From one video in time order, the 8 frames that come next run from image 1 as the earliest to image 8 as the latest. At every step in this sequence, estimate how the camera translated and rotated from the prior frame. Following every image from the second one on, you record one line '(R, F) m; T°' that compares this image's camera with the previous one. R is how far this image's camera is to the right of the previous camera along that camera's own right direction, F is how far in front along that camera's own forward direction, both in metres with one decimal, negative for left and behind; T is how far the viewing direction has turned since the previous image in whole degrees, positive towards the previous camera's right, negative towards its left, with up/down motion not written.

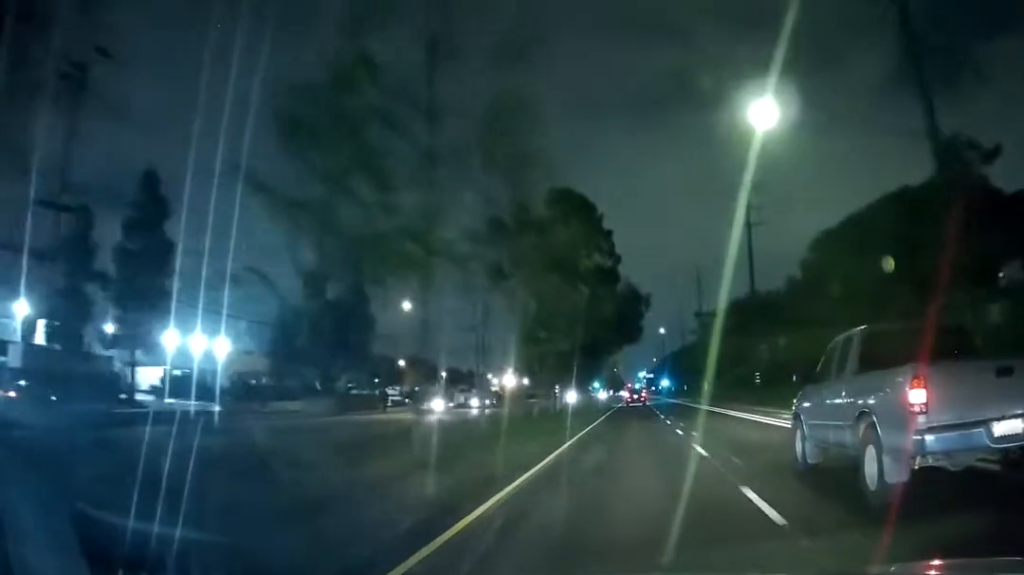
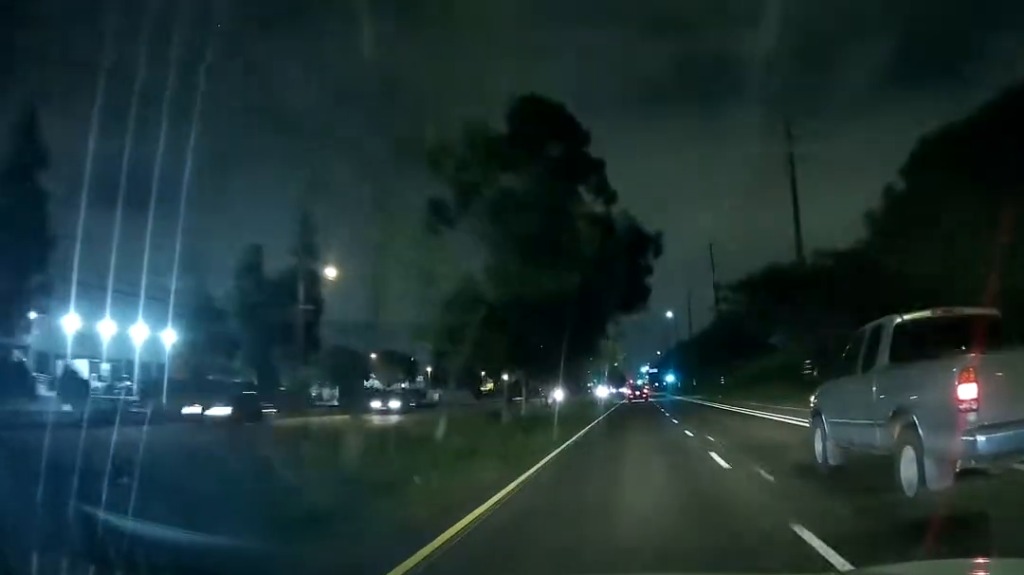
(-0.2, +17.6) m; 0°
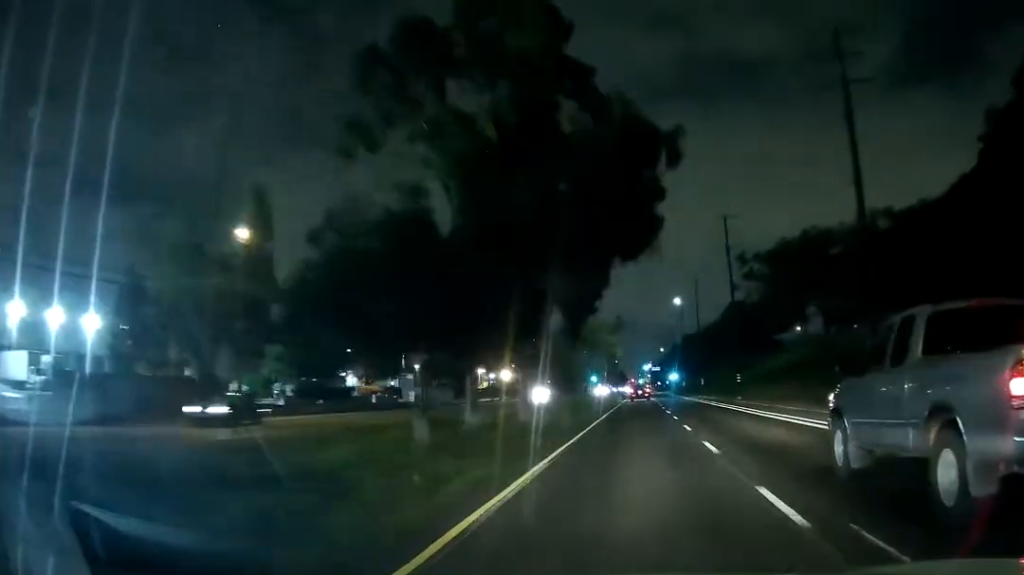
(0.0, +12.0) m; 0°
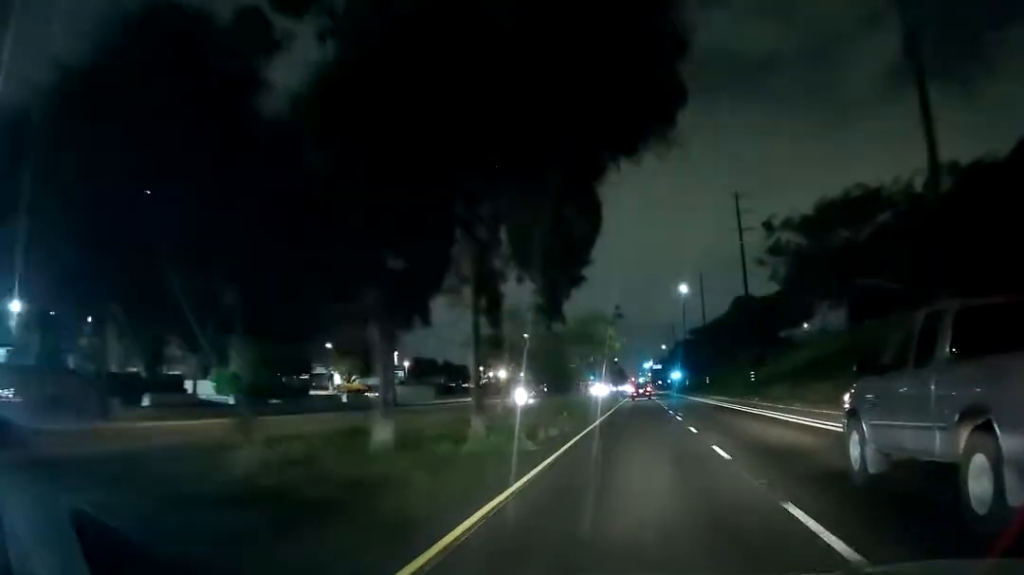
(0.0, +9.1) m; 0°
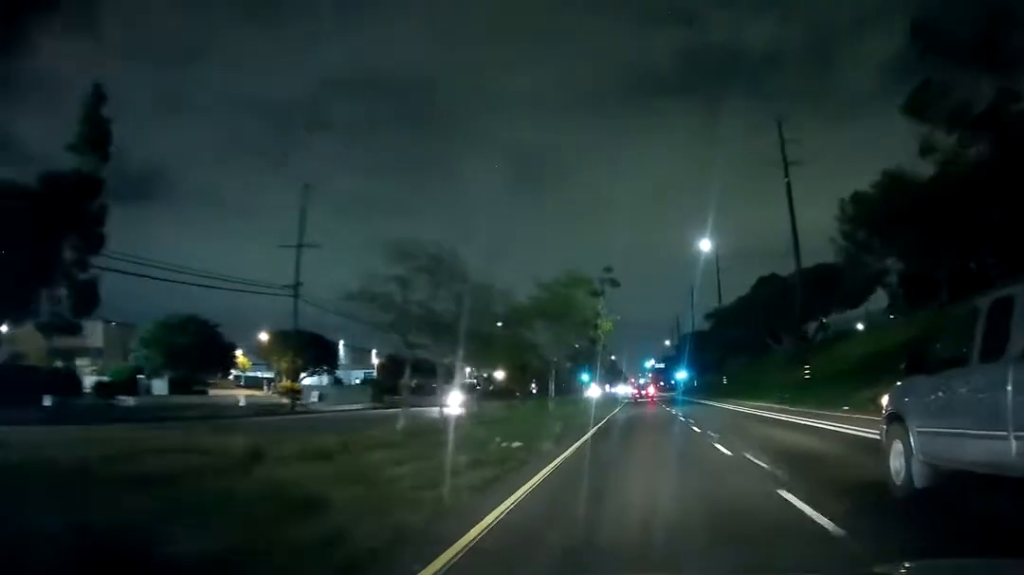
(0.0, +21.1) m; 0°
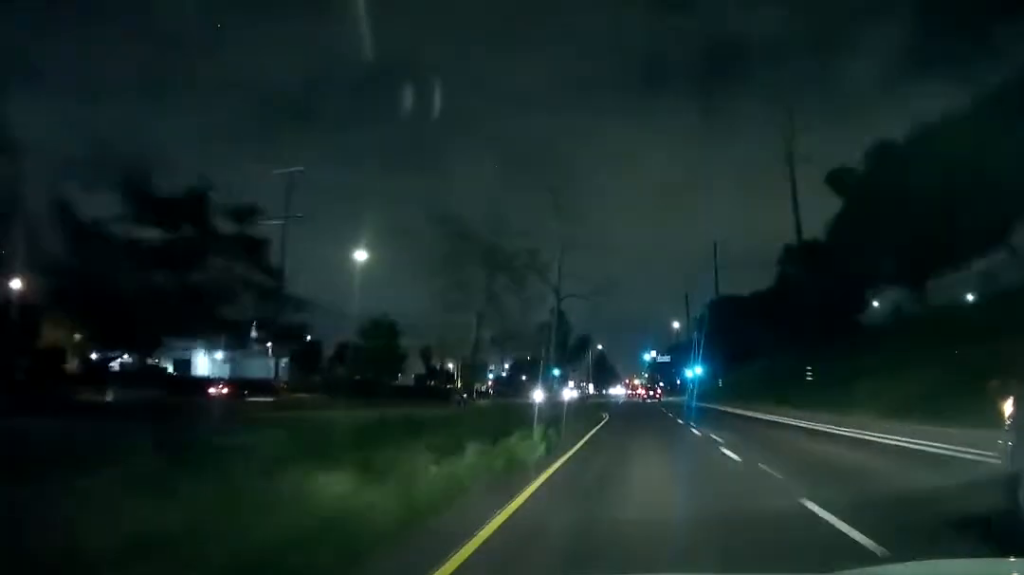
(0.0, +44.3) m; 0°
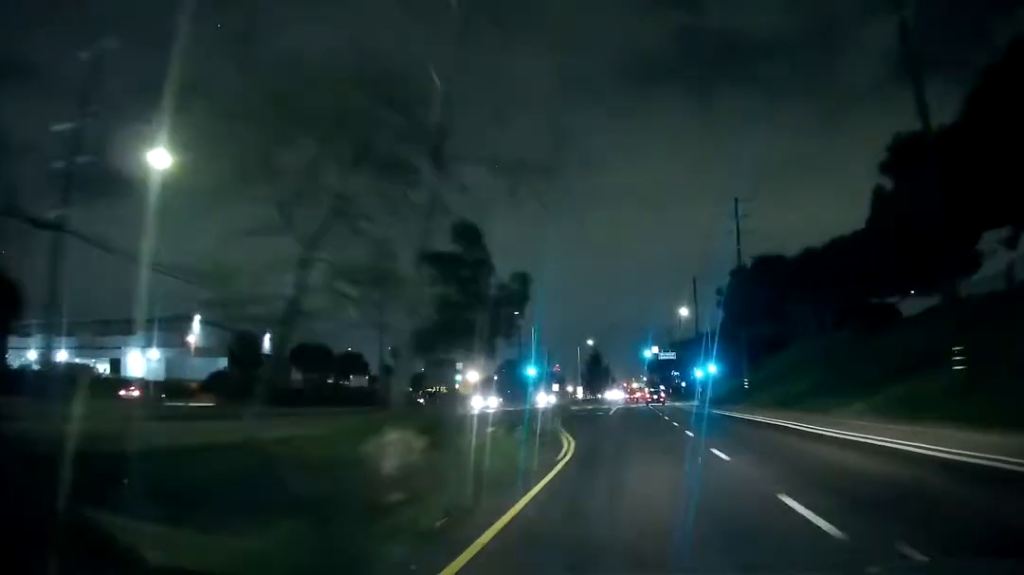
(0.0, +21.1) m; 0°
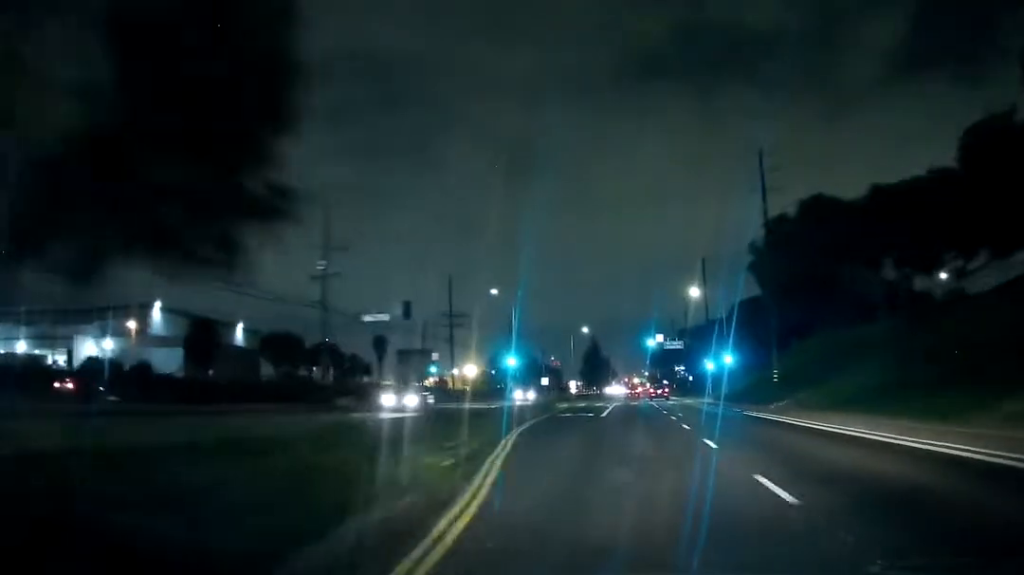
(0.0, +12.6) m; 0°
